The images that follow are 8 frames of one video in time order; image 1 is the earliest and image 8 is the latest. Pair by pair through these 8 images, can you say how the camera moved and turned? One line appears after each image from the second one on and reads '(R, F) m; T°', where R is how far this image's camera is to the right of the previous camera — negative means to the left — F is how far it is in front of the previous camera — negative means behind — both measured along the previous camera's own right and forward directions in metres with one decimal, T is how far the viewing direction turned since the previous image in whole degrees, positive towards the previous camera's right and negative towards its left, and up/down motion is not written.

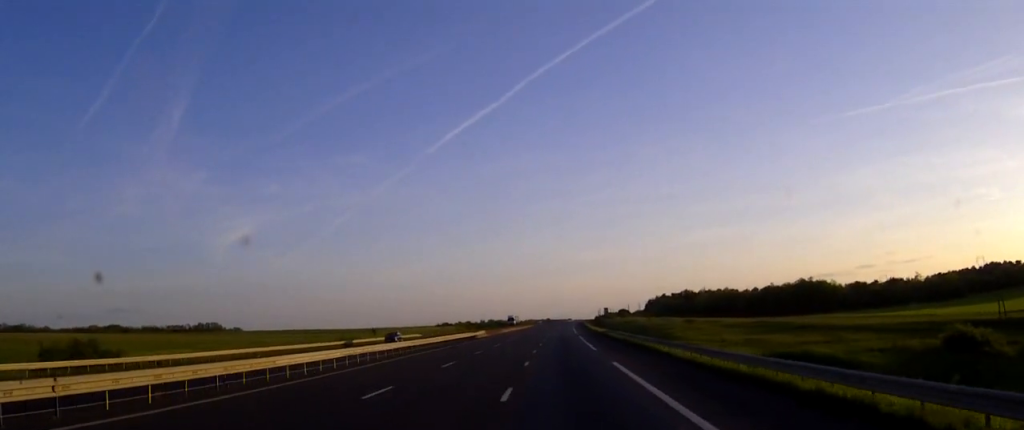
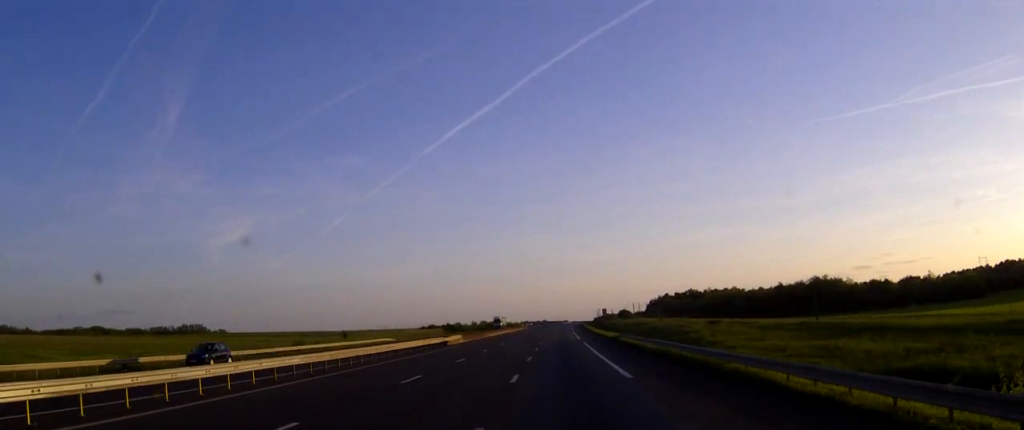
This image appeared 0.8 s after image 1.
(+0.1, +21.0) m; 0°
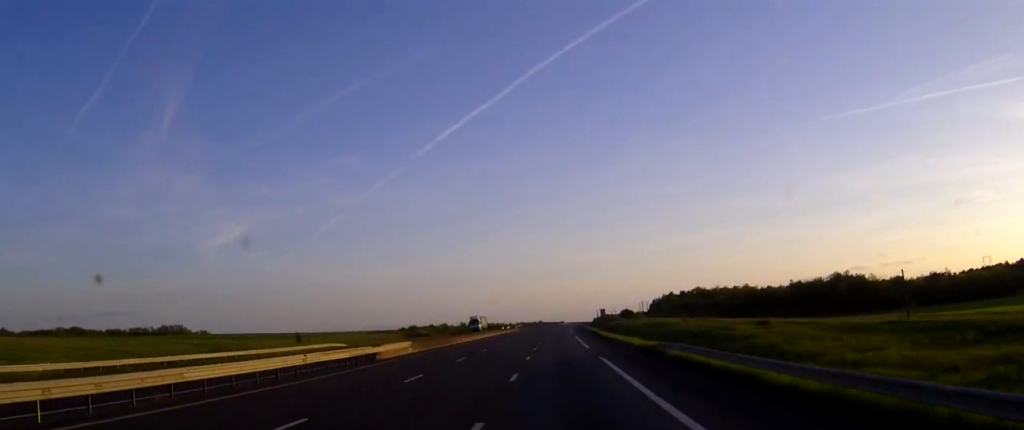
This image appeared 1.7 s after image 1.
(+0.1, +25.5) m; 0°
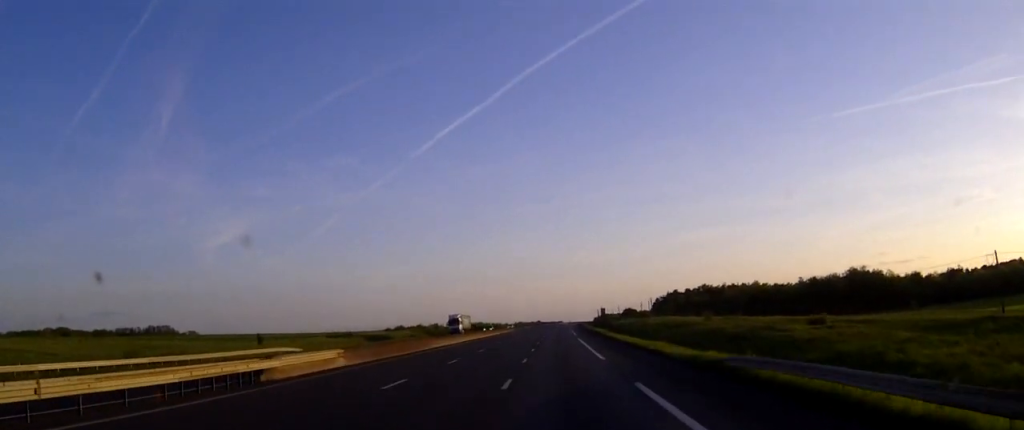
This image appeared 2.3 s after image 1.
(0.0, +16.4) m; 0°
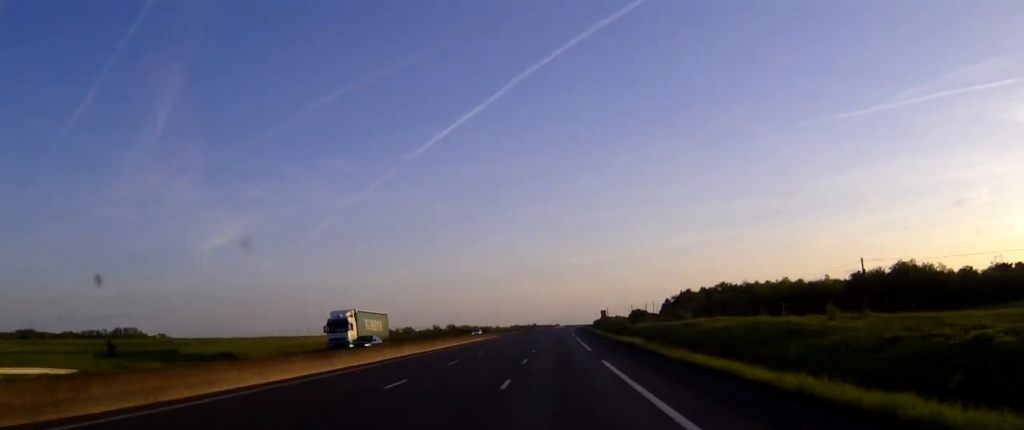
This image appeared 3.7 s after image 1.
(+0.1, +38.9) m; 0°
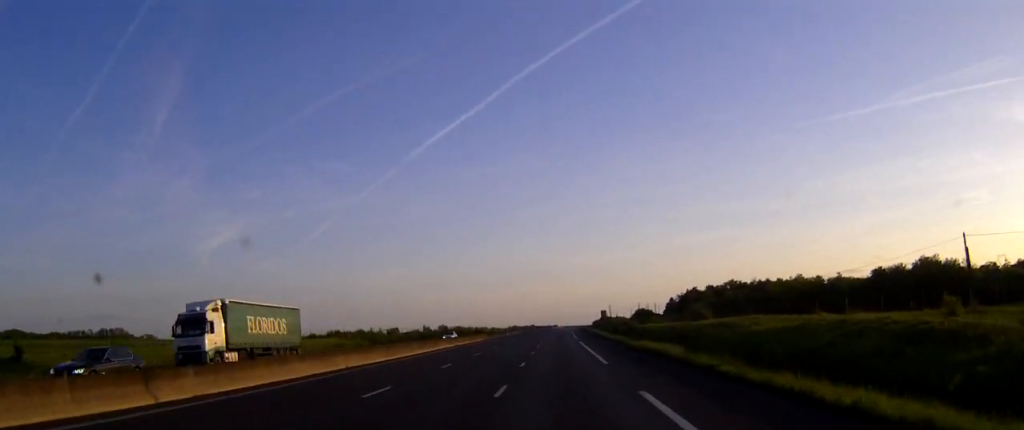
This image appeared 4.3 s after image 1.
(0.0, +15.4) m; 0°
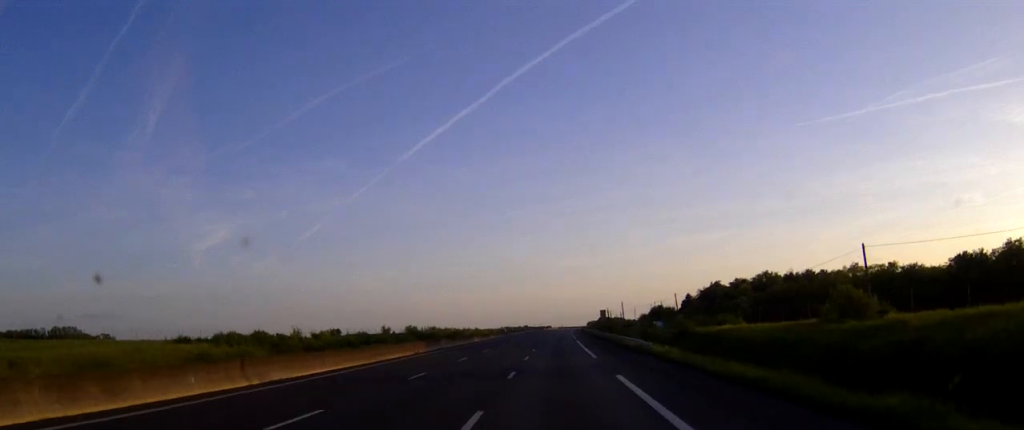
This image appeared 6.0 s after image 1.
(+0.2, +46.1) m; 0°
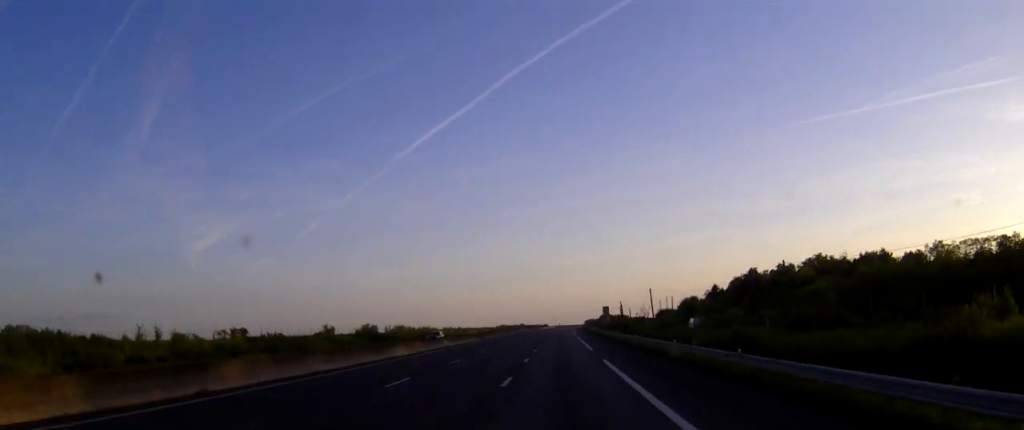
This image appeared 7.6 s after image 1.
(+0.1, +43.3) m; 0°
